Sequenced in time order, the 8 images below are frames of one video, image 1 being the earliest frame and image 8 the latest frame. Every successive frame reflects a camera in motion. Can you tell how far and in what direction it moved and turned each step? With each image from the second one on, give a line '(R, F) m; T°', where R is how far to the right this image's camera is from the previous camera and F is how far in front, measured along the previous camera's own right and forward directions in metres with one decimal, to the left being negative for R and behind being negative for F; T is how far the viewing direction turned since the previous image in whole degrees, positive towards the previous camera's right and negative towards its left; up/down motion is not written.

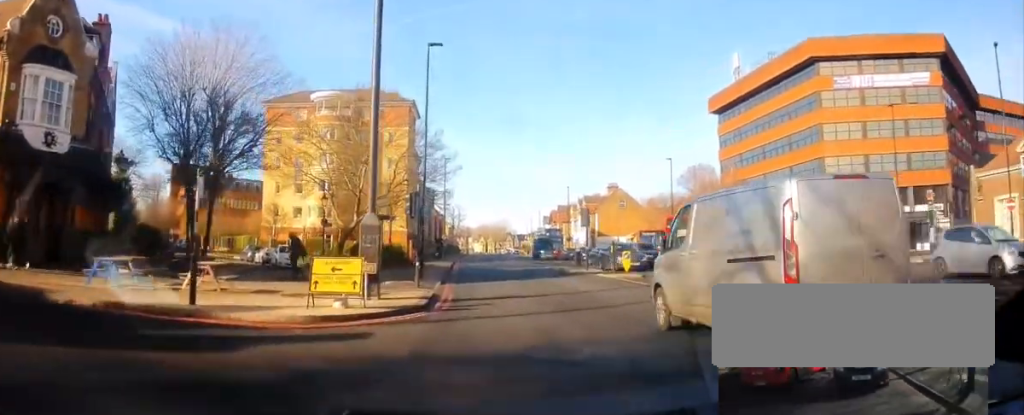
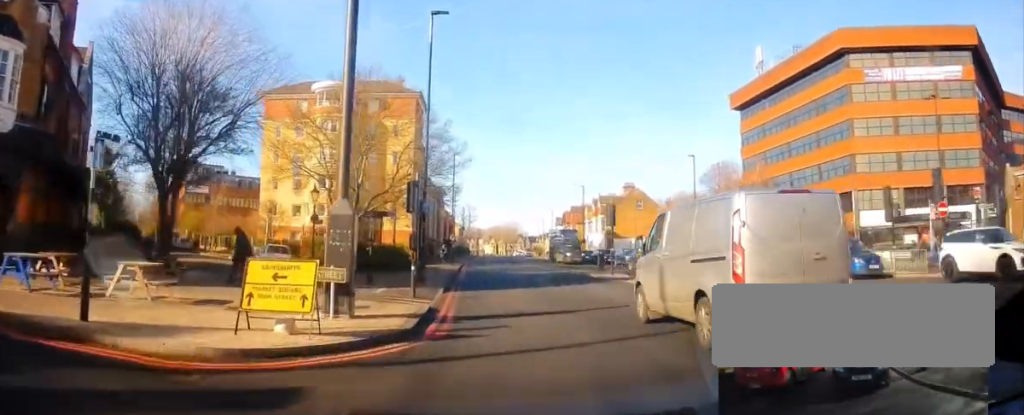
(-0.5, +3.9) m; -7°
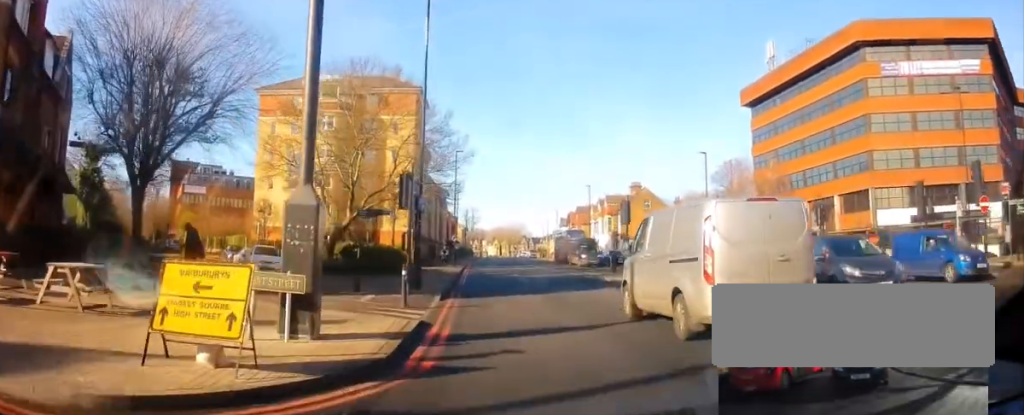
(-0.1, +2.5) m; +2°
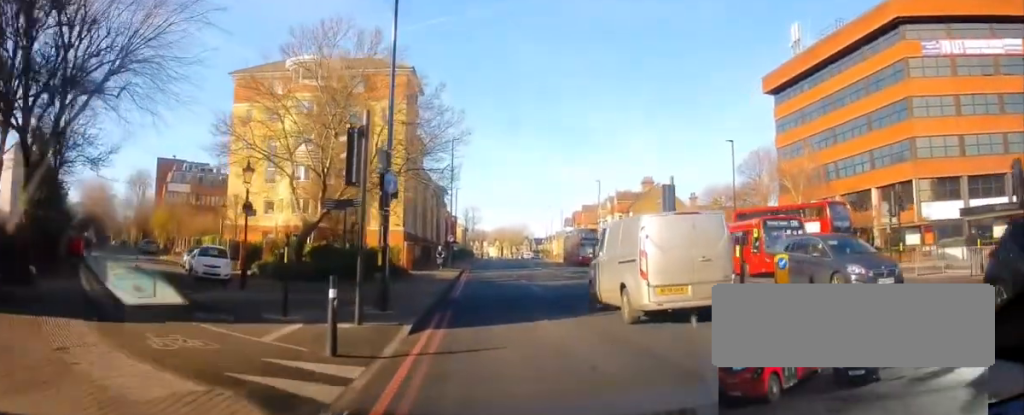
(+0.4, +6.3) m; +5°
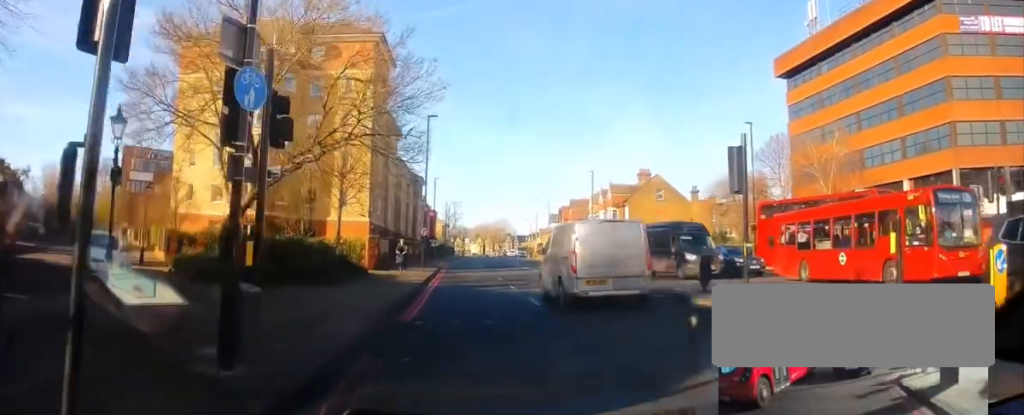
(0.0, +7.2) m; -4°
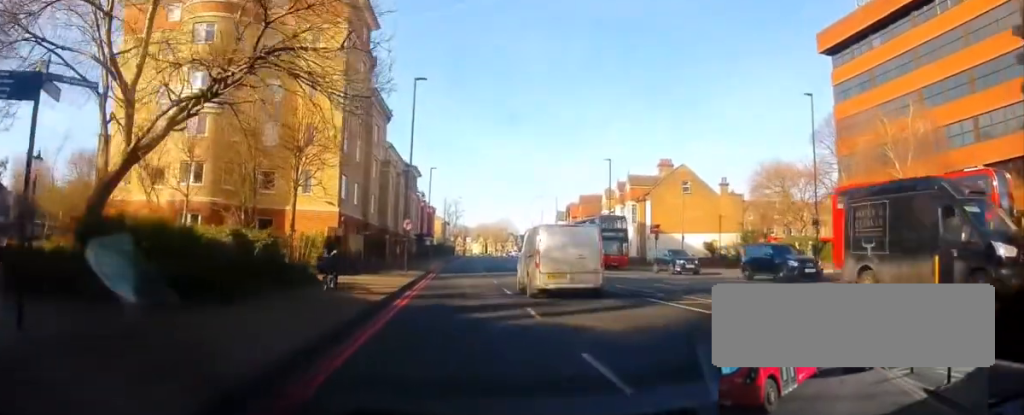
(-0.4, +8.9) m; +1°
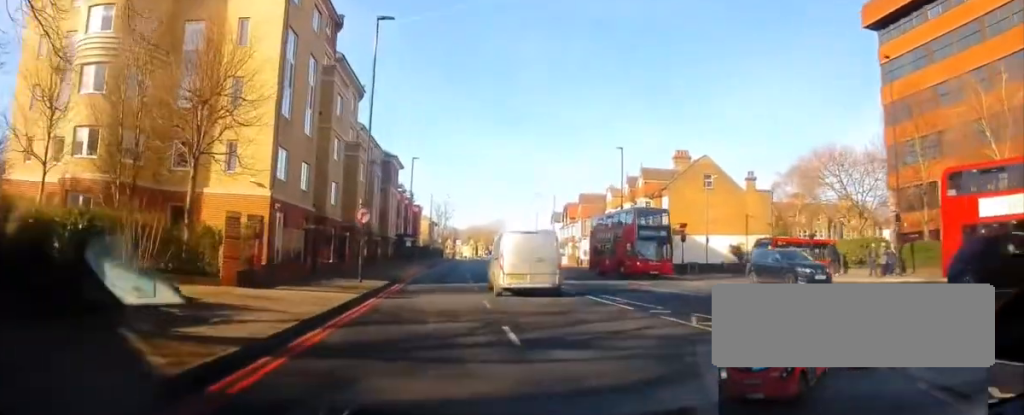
(+0.6, +8.8) m; +2°
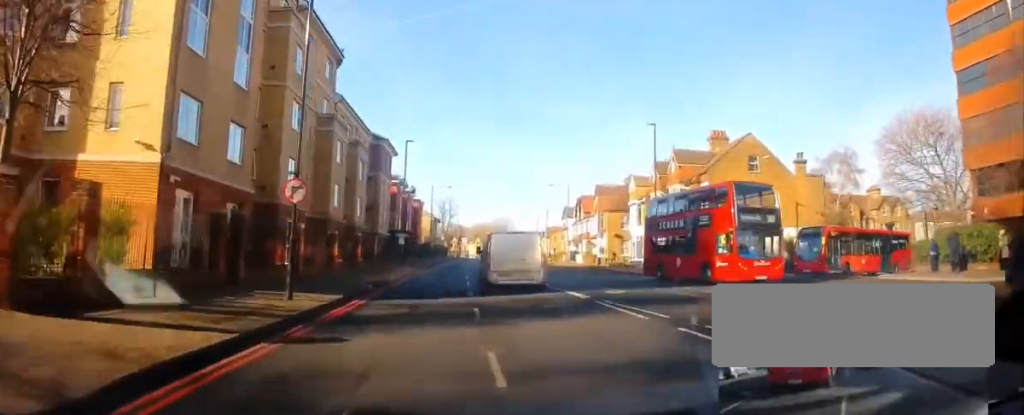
(-0.4, +8.1) m; -1°
